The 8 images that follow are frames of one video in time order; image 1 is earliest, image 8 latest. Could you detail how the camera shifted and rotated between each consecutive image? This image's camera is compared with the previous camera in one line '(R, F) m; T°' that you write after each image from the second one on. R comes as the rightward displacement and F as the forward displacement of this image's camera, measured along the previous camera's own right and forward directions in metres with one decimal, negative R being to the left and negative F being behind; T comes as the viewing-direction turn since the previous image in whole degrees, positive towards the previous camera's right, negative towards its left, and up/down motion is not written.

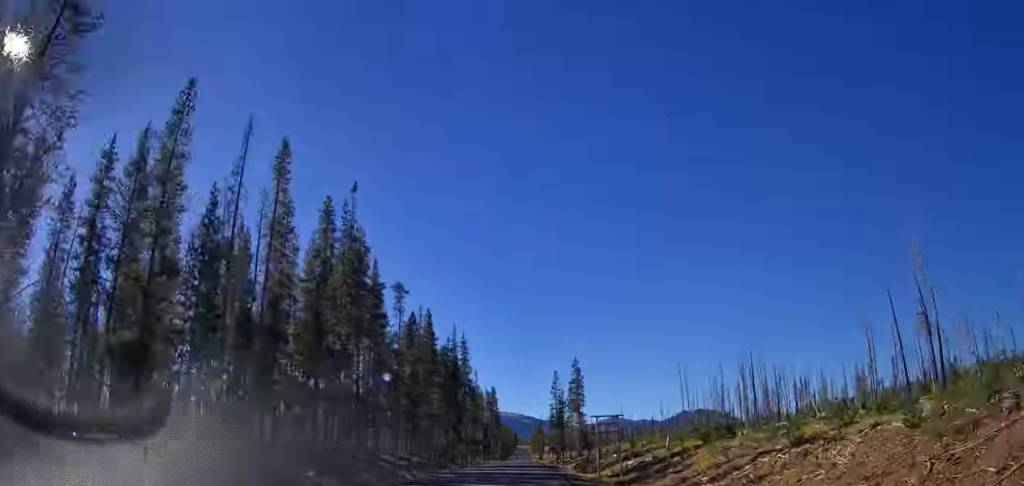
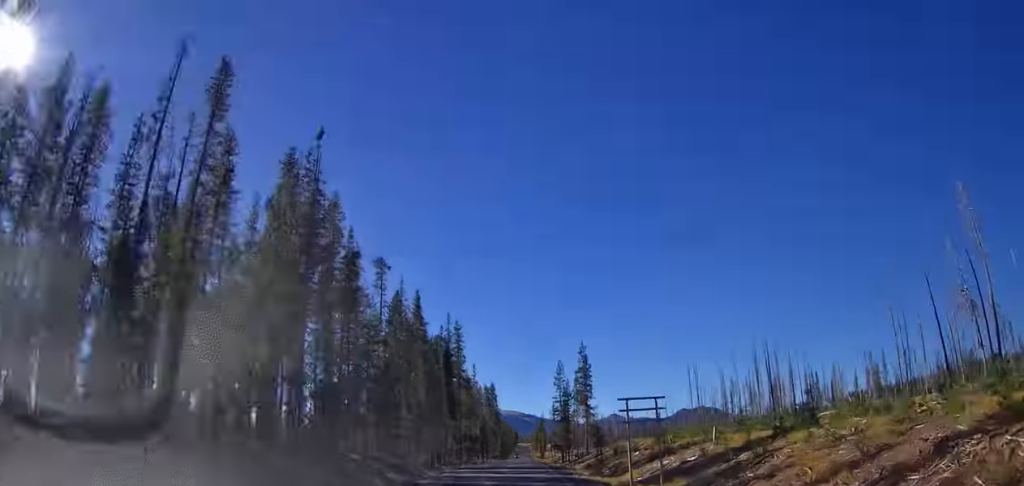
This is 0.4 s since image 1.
(0.0, +9.0) m; +1°
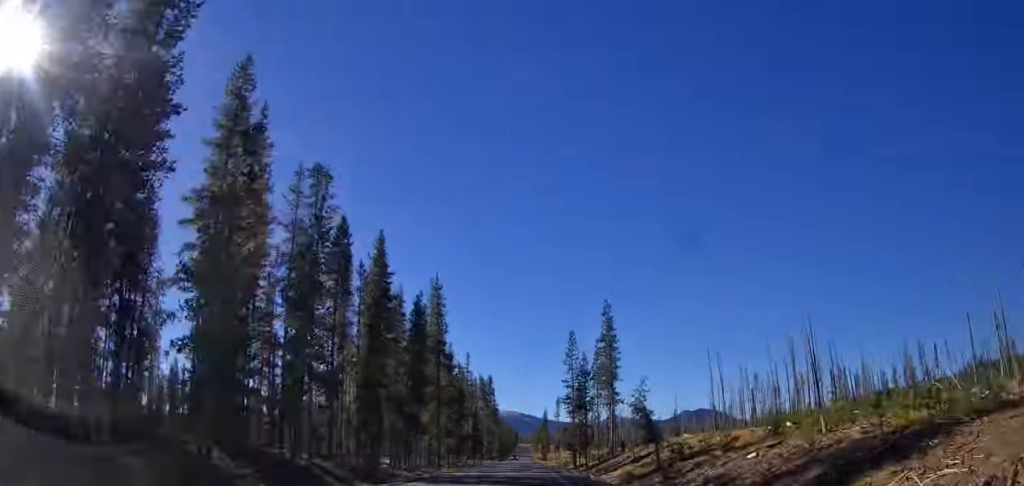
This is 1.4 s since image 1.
(+0.2, +20.0) m; 0°
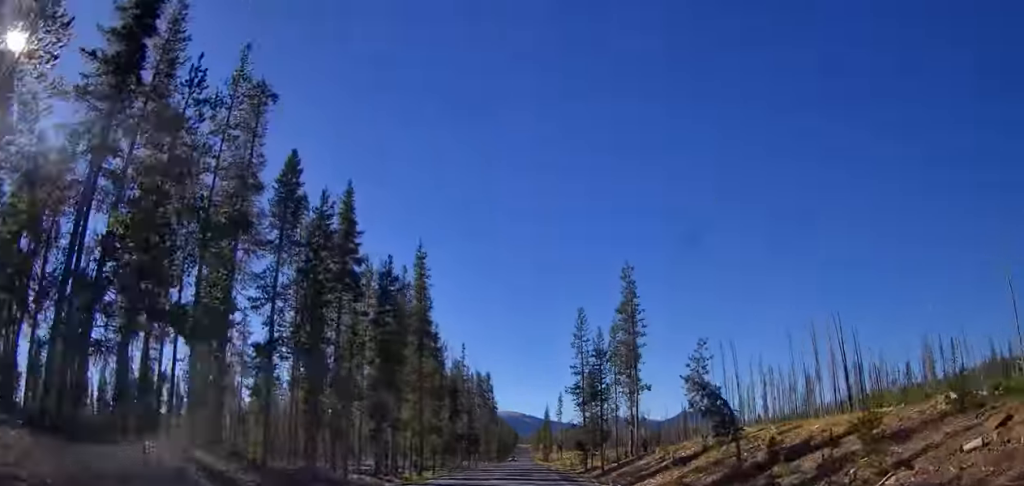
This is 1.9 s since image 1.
(+0.3, +10.3) m; -1°
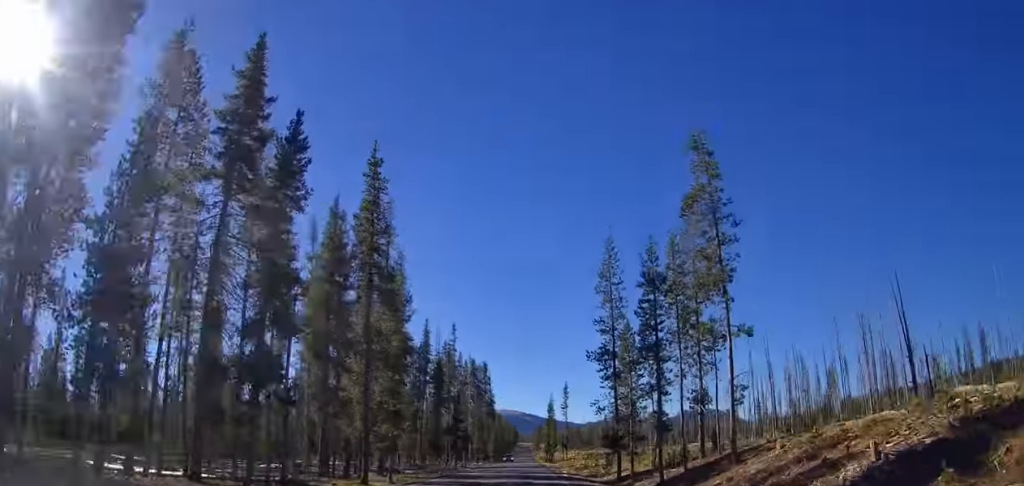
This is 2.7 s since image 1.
(-0.6, +17.5) m; 0°
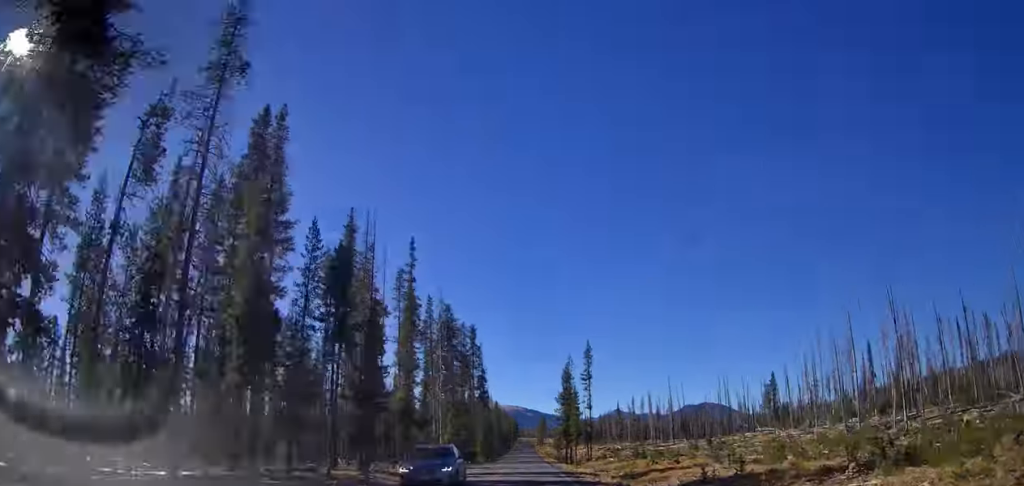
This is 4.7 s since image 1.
(+0.1, +42.3) m; 0°
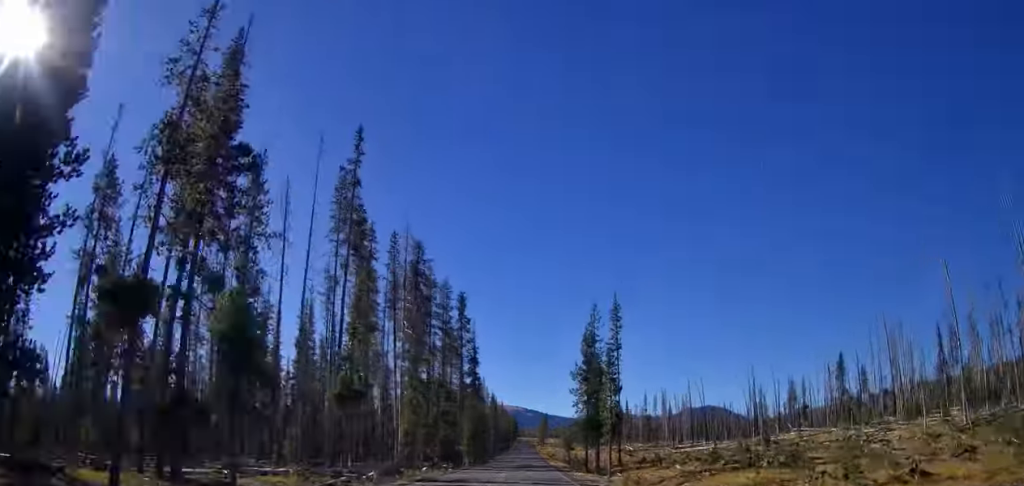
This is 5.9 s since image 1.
(+0.4, +24.7) m; +1°
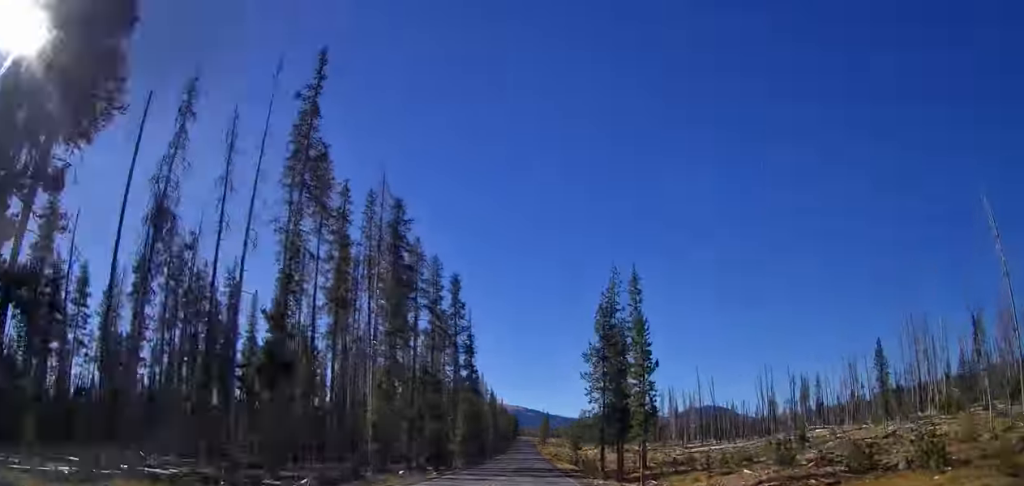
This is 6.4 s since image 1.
(0.0, +9.9) m; 0°
